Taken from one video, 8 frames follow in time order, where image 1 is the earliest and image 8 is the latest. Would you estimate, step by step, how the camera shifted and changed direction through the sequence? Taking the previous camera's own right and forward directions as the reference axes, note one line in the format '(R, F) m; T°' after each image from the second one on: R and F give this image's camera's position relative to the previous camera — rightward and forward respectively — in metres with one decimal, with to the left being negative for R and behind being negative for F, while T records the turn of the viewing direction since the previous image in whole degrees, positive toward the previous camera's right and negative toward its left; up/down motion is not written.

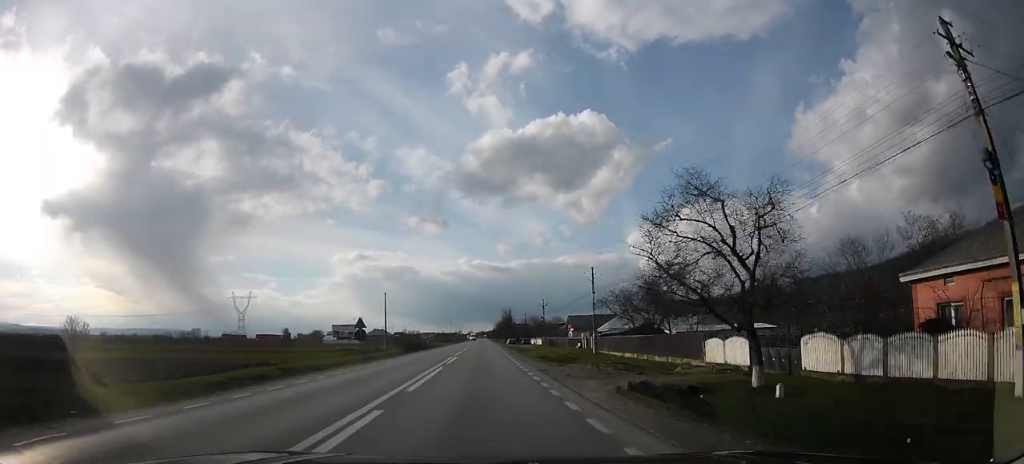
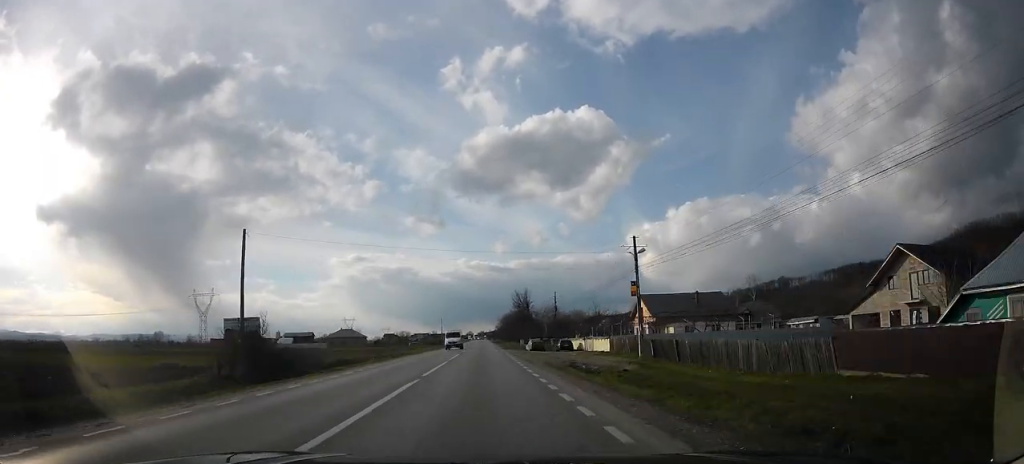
(-0.1, +51.7) m; -2°
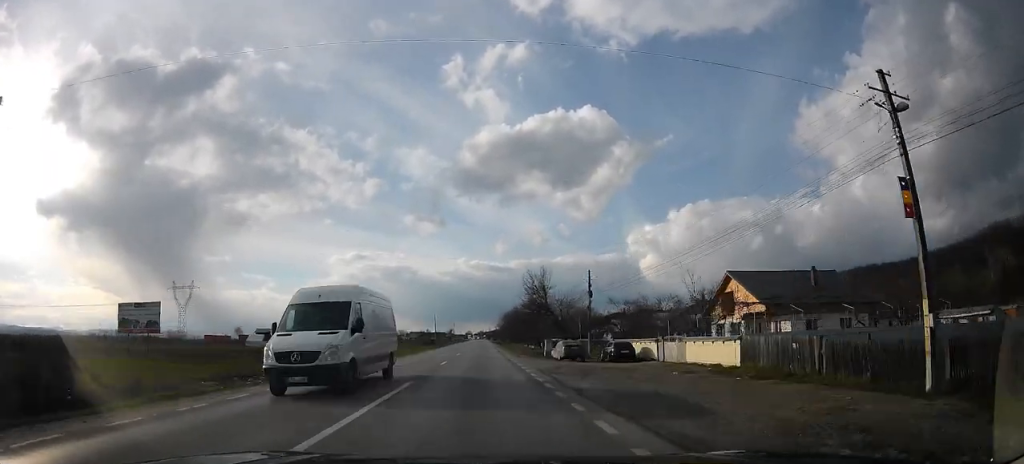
(+0.7, +22.9) m; +2°
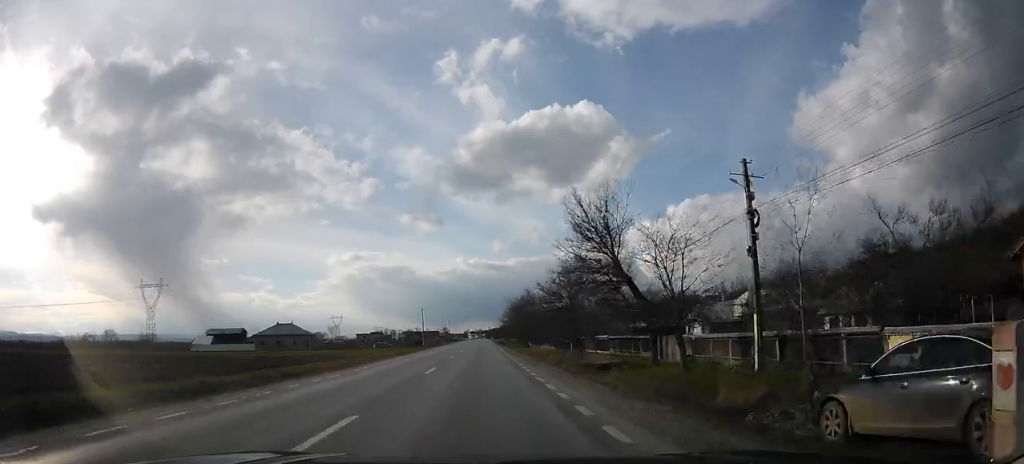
(+0.2, +30.0) m; 0°
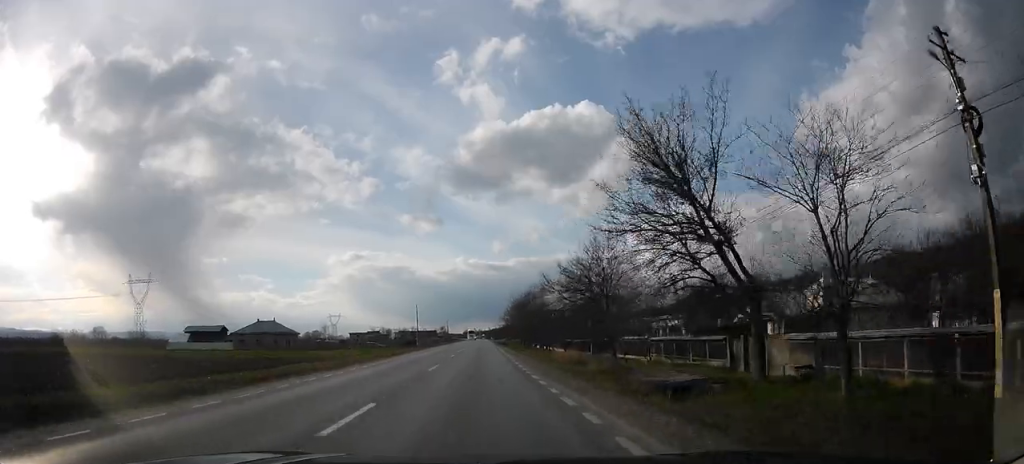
(0.0, +10.6) m; 0°
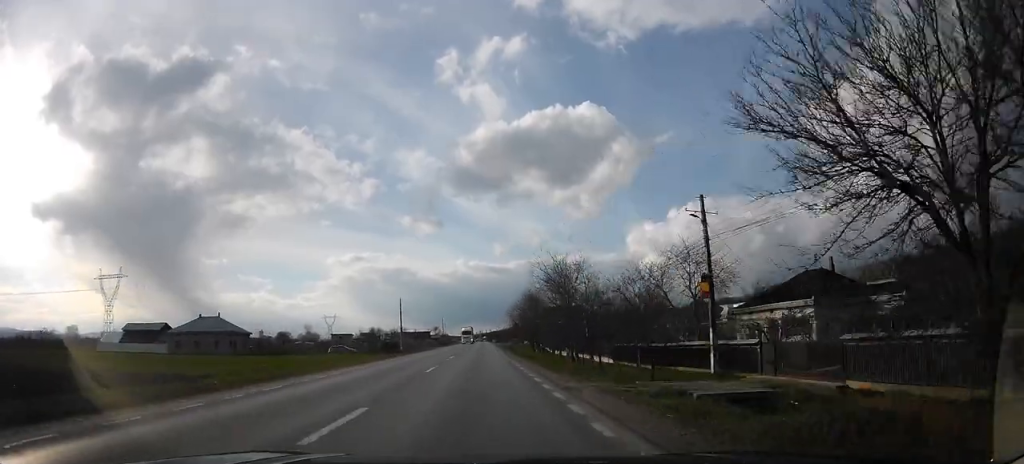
(0.0, +24.5) m; 0°
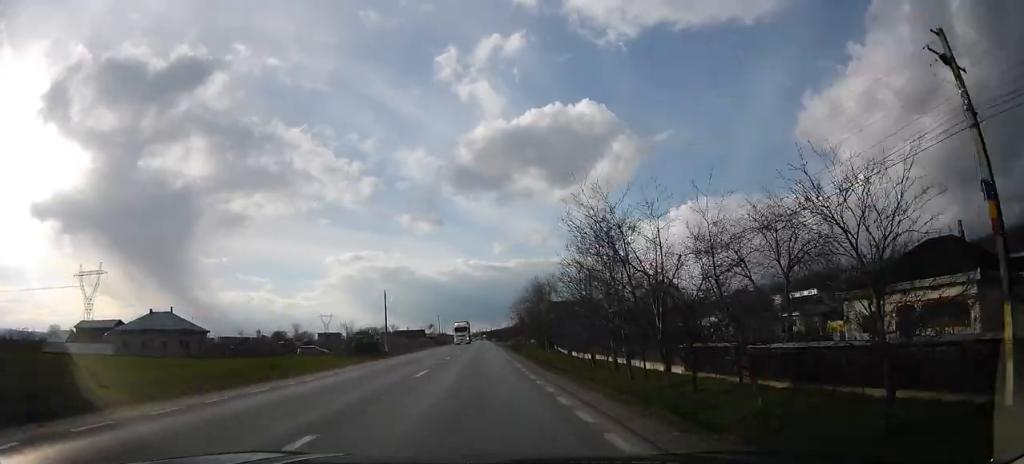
(0.0, +14.8) m; -1°
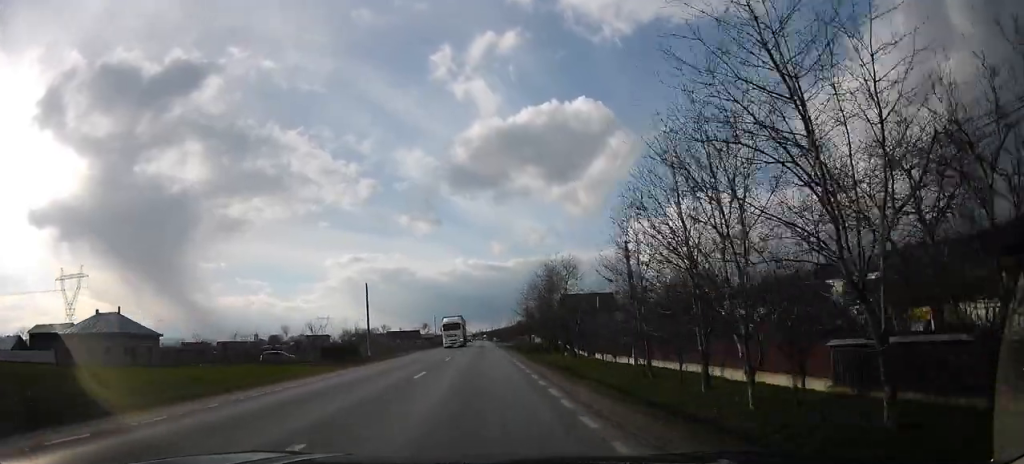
(+0.1, +12.5) m; -1°
